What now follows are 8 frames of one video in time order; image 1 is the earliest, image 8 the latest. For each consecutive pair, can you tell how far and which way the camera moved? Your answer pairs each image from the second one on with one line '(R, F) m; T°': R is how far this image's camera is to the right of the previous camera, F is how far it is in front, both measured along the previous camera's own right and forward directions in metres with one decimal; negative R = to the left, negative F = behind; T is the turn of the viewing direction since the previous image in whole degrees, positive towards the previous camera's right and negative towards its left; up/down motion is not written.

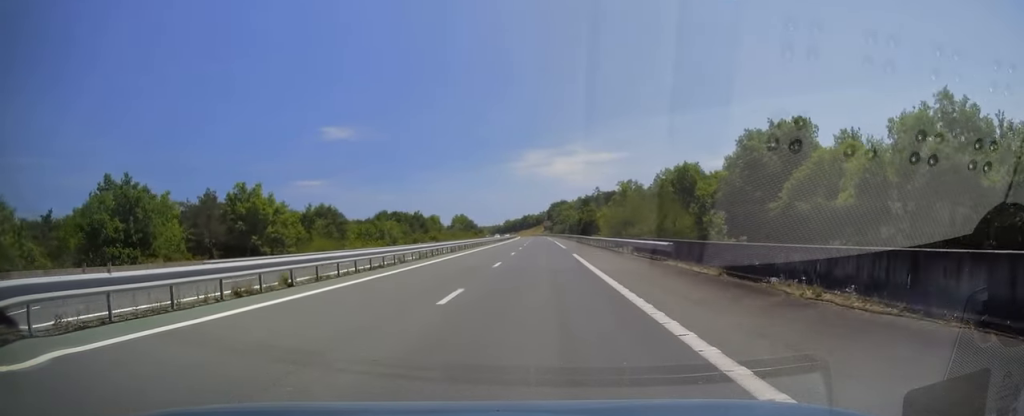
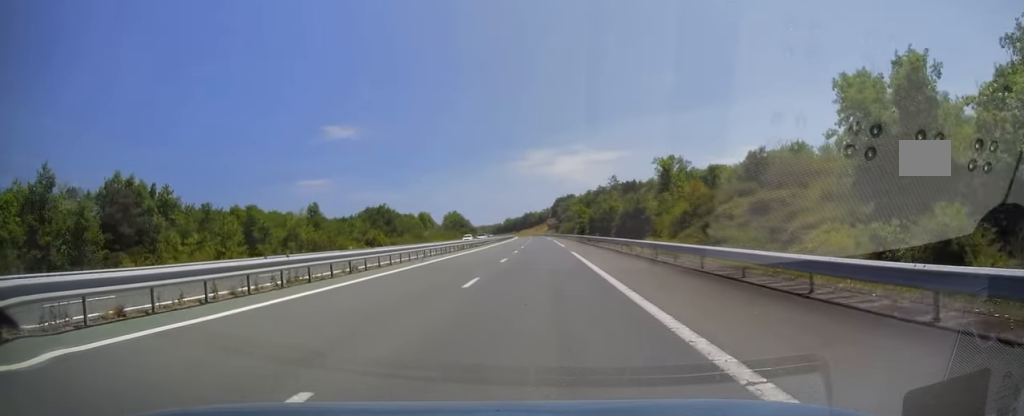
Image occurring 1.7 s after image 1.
(+0.1, +48.8) m; -1°
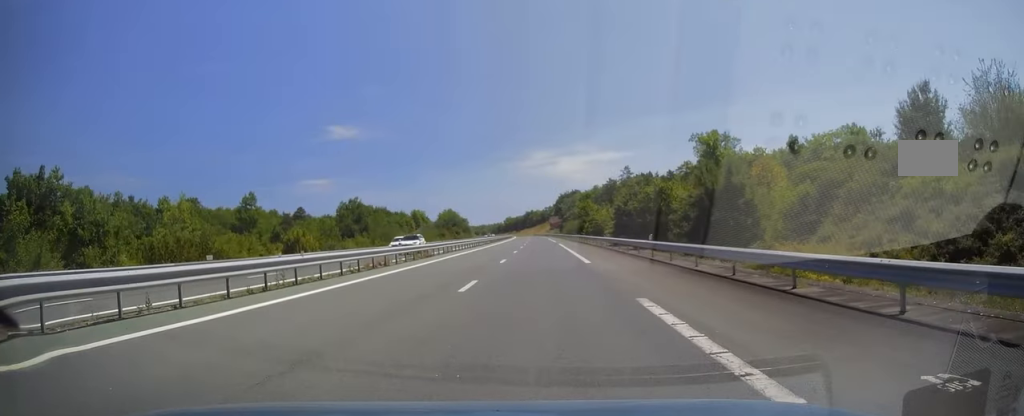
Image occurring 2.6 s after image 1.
(-0.1, +27.1) m; 0°
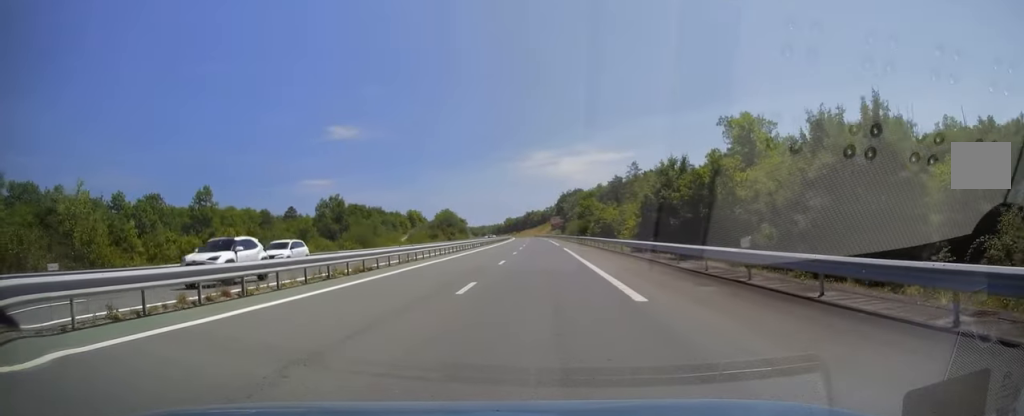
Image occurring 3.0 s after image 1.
(0.0, +13.3) m; 0°
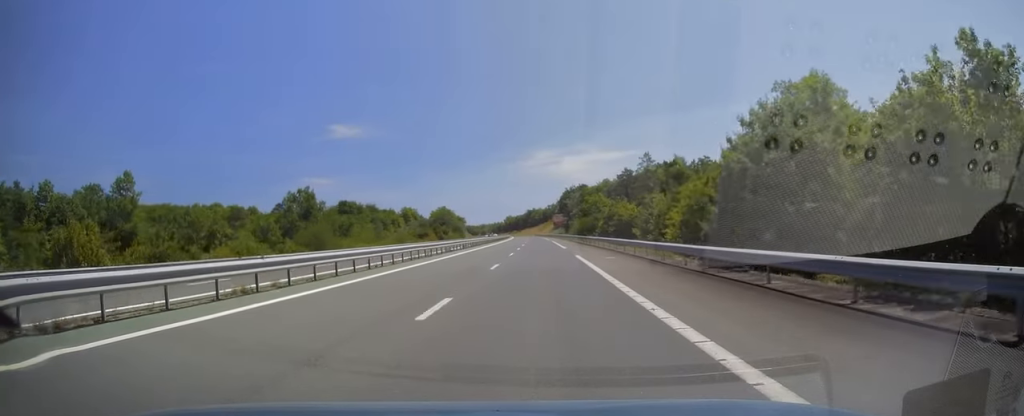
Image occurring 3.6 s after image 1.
(0.0, +17.2) m; 0°
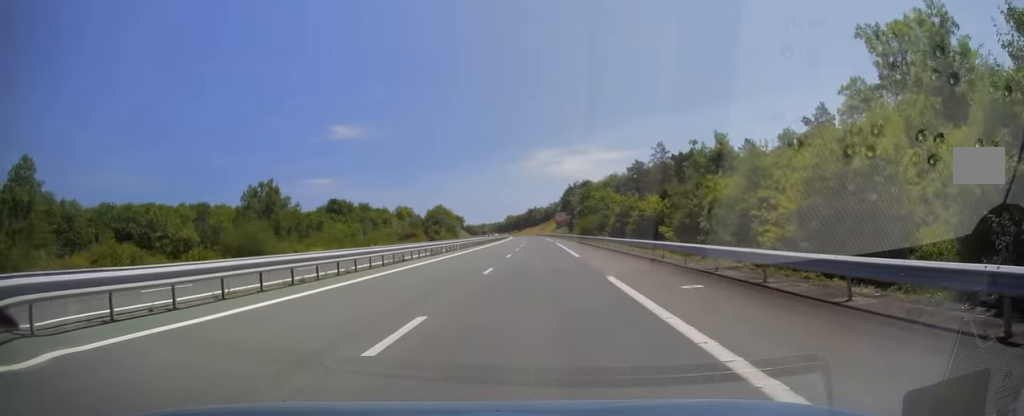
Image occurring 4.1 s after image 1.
(0.0, +15.7) m; 0°
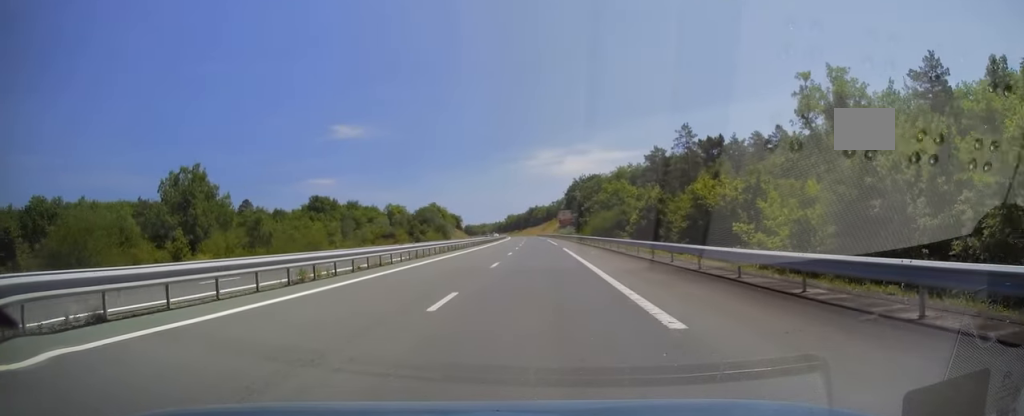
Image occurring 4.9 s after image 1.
(+0.1, +22.1) m; -1°
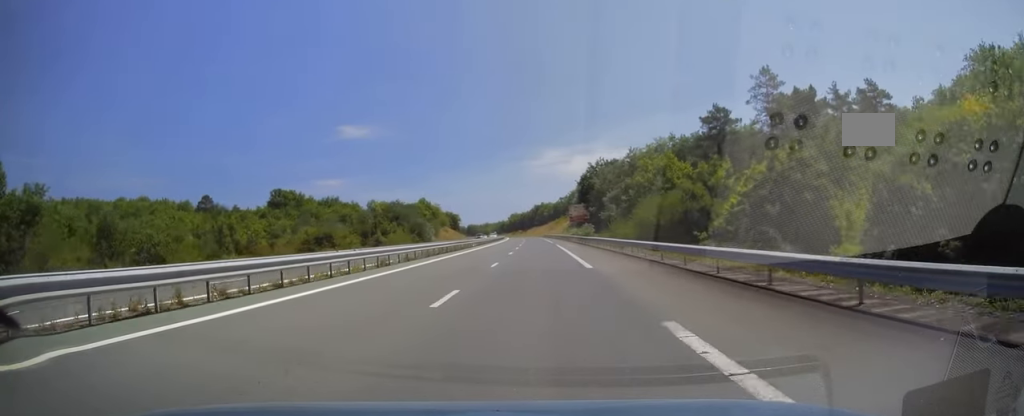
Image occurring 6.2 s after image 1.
(-0.6, +38.4) m; -1°
